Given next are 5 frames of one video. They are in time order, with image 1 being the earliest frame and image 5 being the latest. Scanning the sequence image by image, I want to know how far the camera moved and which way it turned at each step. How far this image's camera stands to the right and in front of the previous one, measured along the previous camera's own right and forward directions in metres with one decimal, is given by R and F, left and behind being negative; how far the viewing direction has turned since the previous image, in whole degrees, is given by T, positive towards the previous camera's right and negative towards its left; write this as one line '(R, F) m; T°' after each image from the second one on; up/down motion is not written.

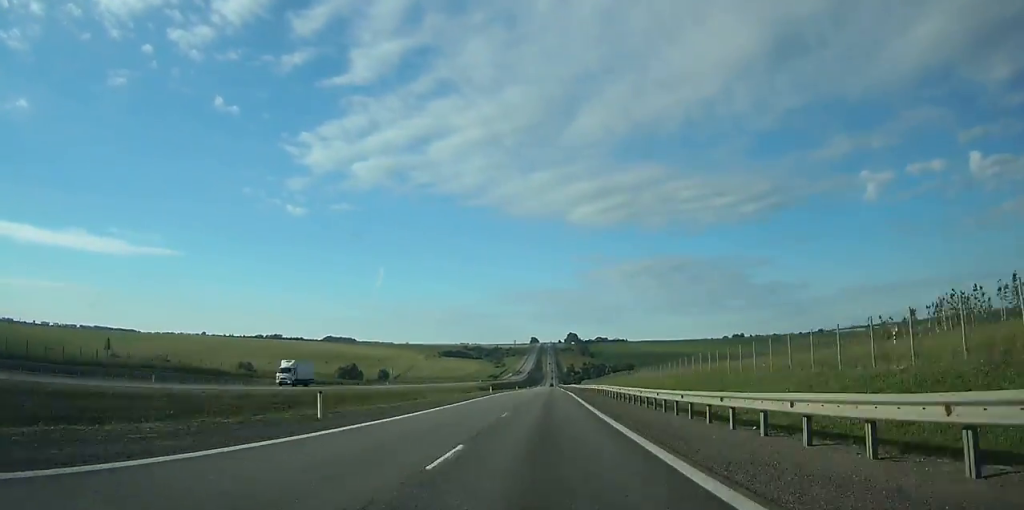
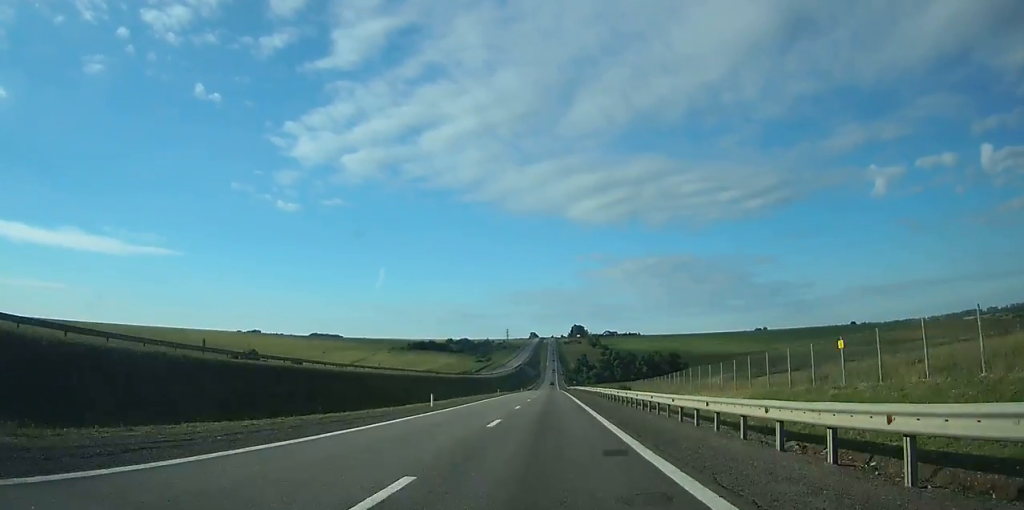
(+0.2, +183.6) m; 0°
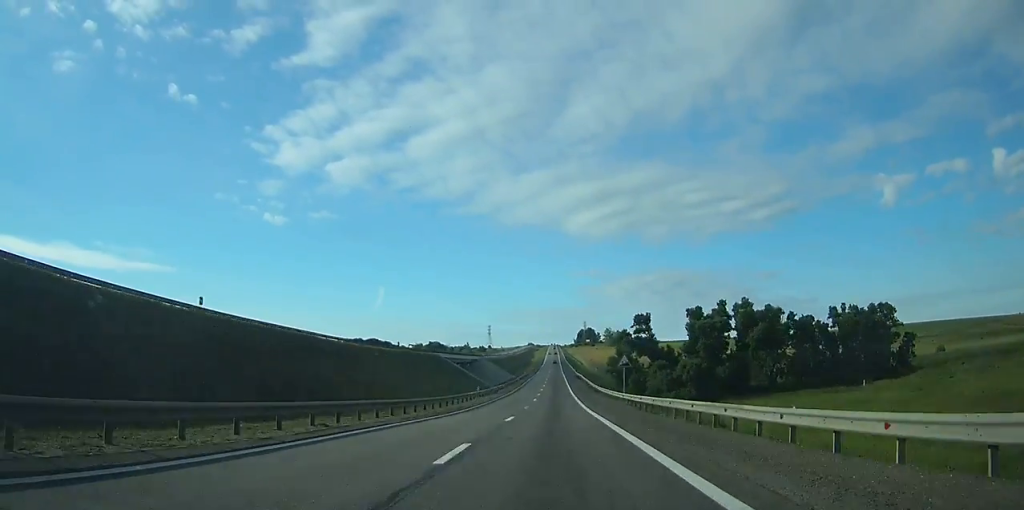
(-0.1, +217.0) m; 0°
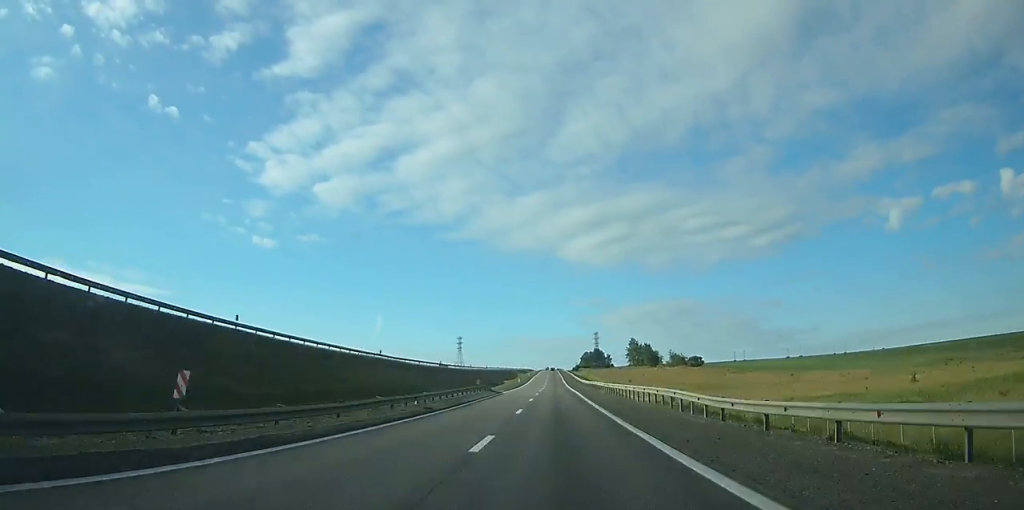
(+0.5, +144.0) m; 0°
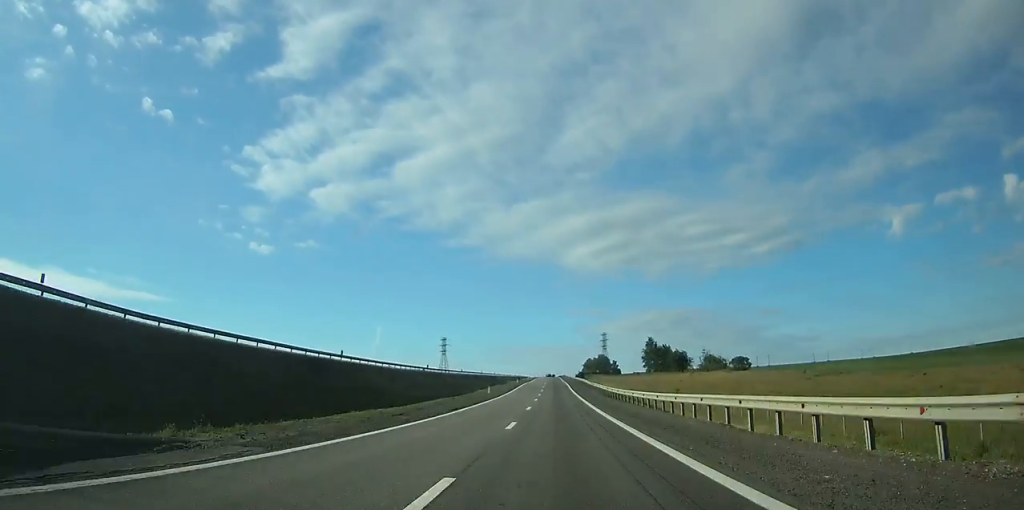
(0.0, +52.5) m; 0°
